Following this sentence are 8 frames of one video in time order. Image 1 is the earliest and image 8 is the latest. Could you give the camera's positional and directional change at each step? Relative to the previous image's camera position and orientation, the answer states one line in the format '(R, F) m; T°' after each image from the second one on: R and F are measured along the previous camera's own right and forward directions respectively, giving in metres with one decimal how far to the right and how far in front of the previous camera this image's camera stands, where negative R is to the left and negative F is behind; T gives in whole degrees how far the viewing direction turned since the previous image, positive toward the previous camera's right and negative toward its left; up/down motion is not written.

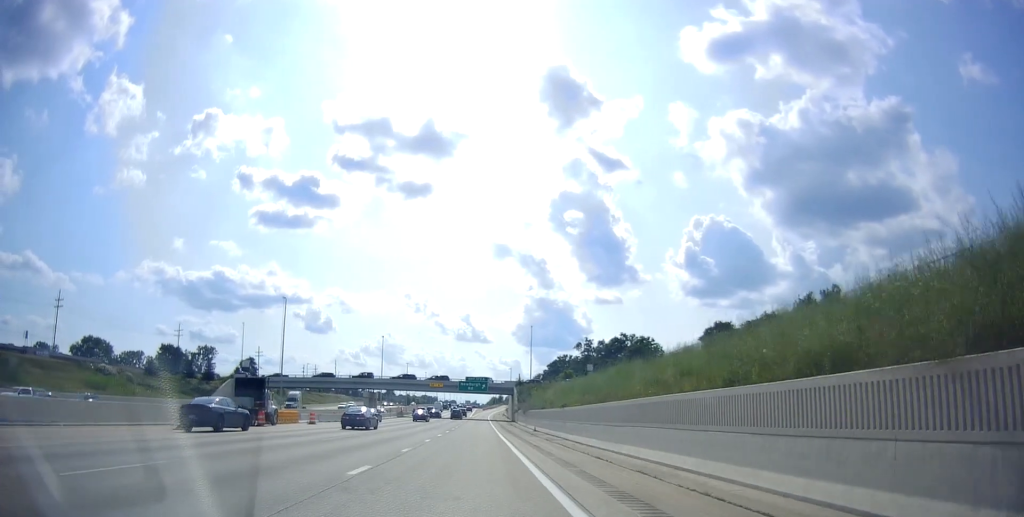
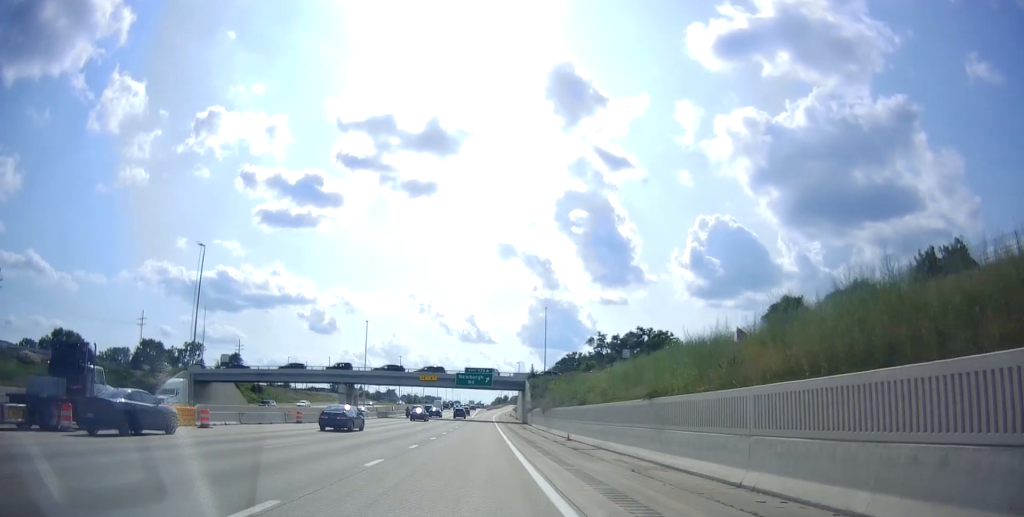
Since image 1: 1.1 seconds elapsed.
(-0.1, +21.5) m; -2°
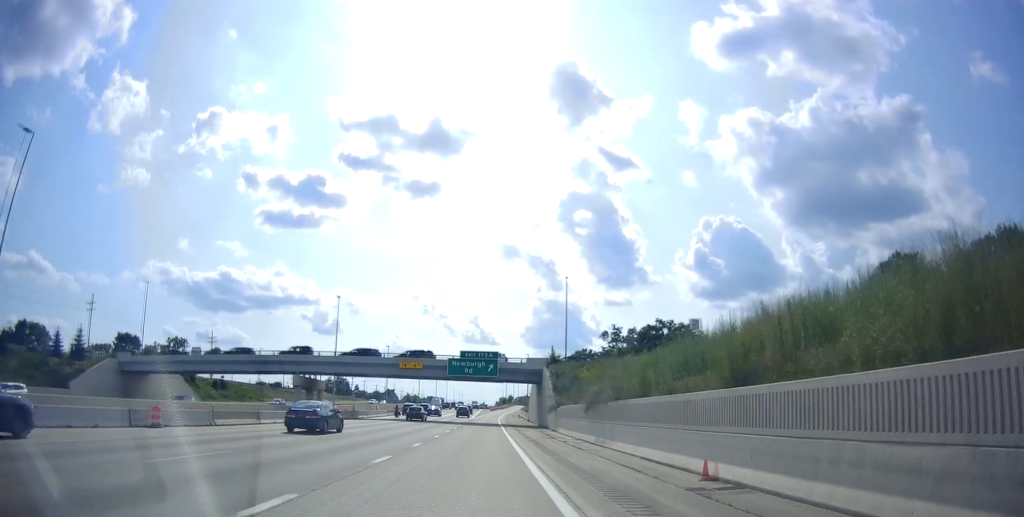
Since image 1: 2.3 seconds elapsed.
(-0.5, +22.9) m; -1°
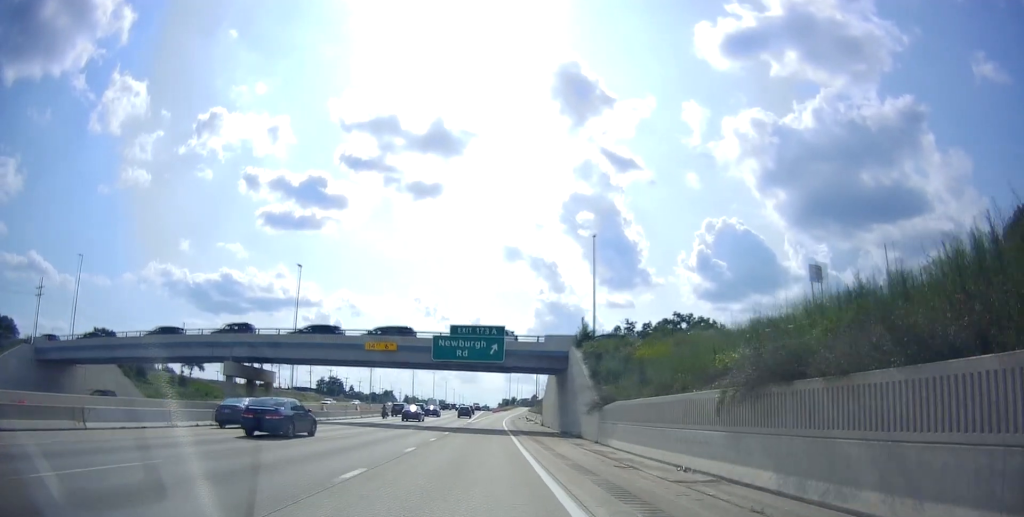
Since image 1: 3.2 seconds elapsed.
(+0.1, +19.1) m; +1°
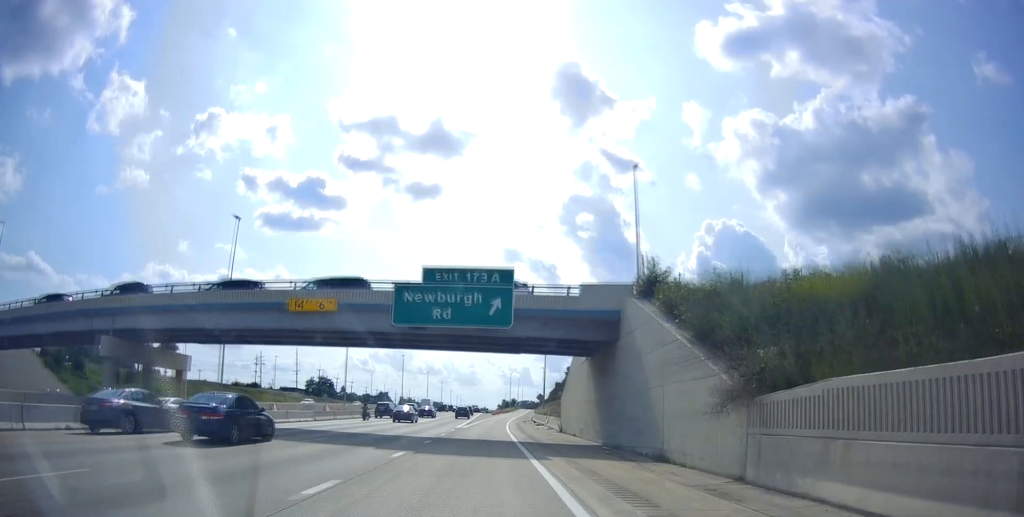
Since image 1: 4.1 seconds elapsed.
(+0.3, +17.6) m; 0°
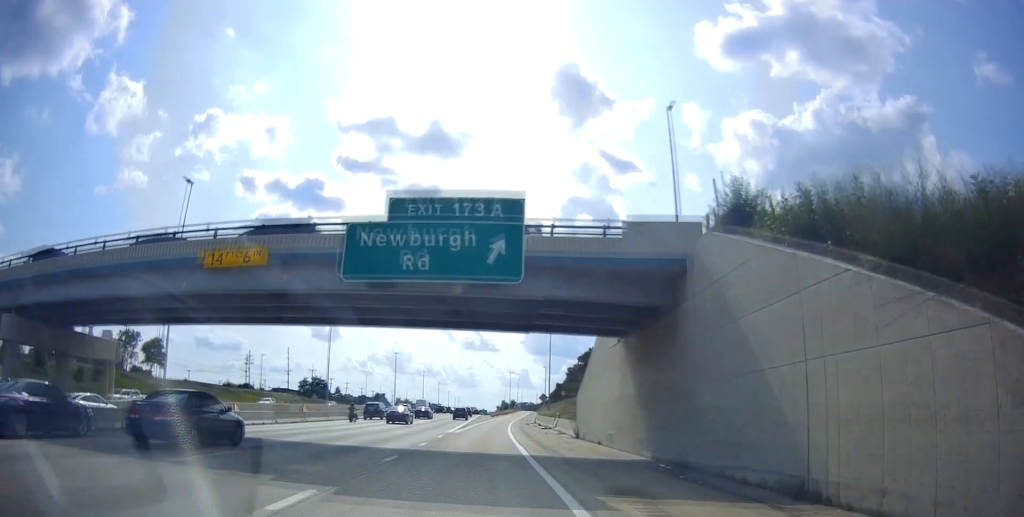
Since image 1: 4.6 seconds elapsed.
(-0.2, +9.2) m; 0°
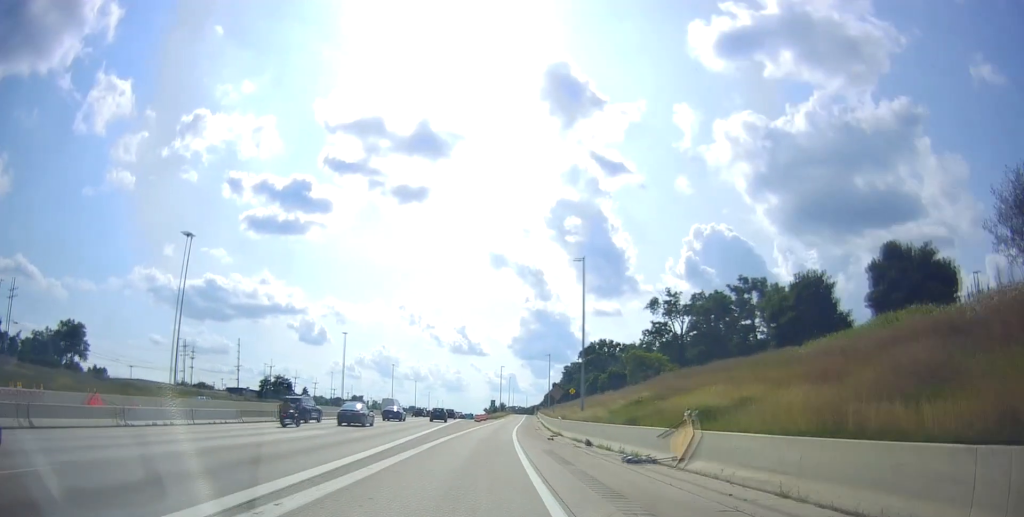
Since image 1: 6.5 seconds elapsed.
(0.0, +37.9) m; 0°
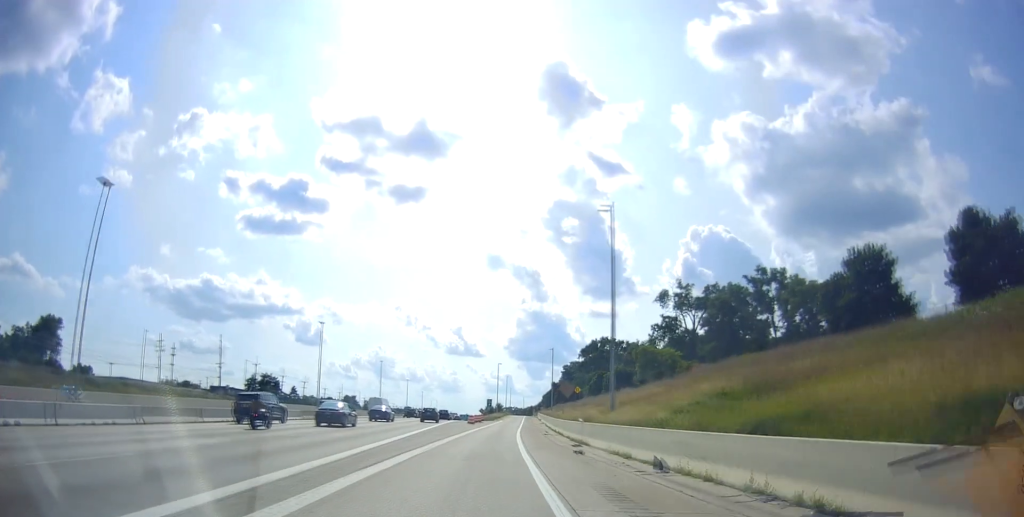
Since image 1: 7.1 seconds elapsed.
(-0.1, +11.7) m; 0°
